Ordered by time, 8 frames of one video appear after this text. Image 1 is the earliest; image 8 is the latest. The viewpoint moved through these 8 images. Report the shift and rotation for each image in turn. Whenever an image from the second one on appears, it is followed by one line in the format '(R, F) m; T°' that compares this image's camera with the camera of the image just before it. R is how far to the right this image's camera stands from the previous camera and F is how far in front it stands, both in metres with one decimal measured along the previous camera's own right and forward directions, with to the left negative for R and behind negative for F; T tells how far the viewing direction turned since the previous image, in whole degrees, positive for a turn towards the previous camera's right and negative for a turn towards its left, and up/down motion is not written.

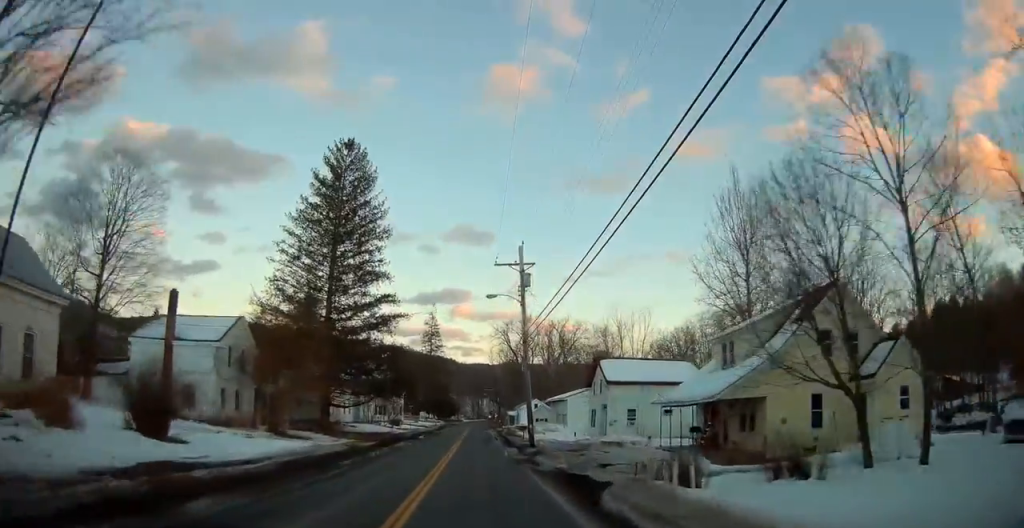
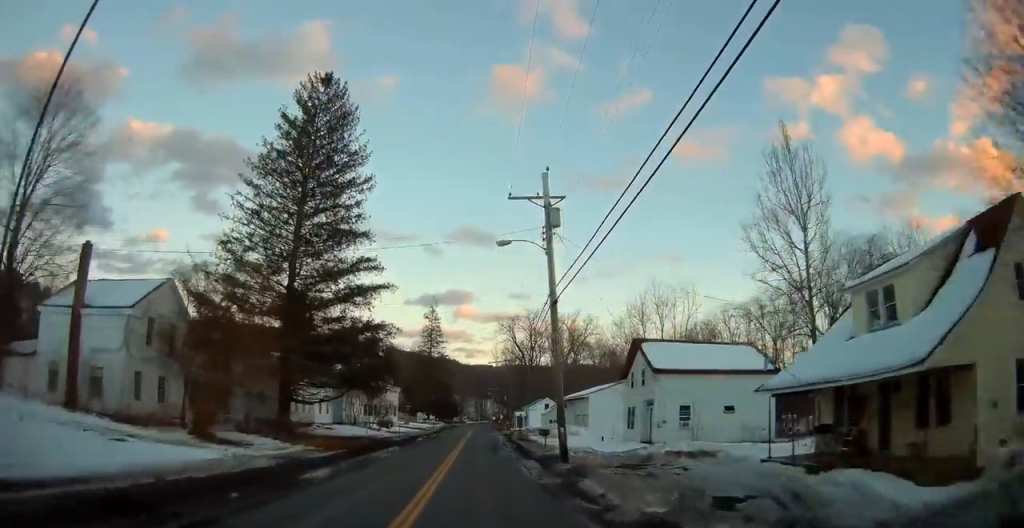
(0.0, +10.8) m; 0°
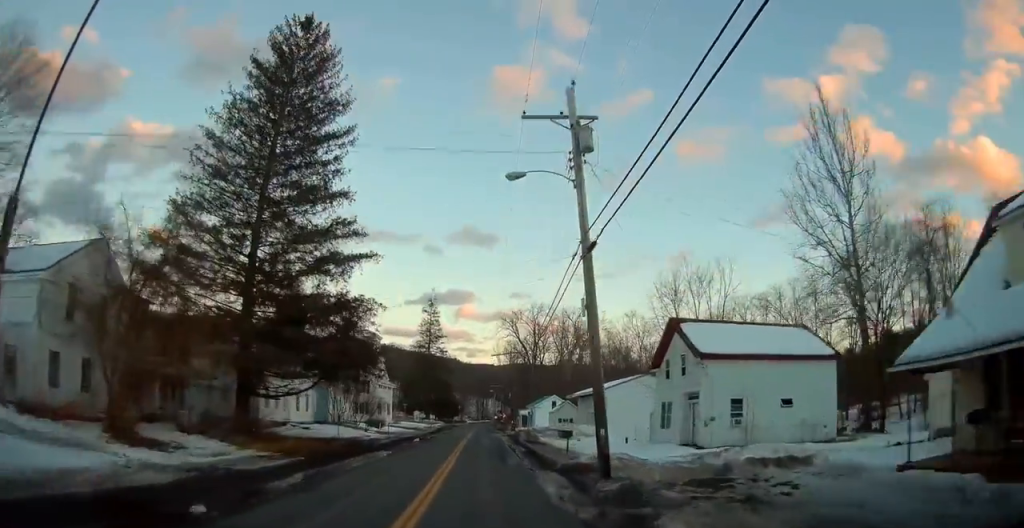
(0.0, +6.8) m; 0°
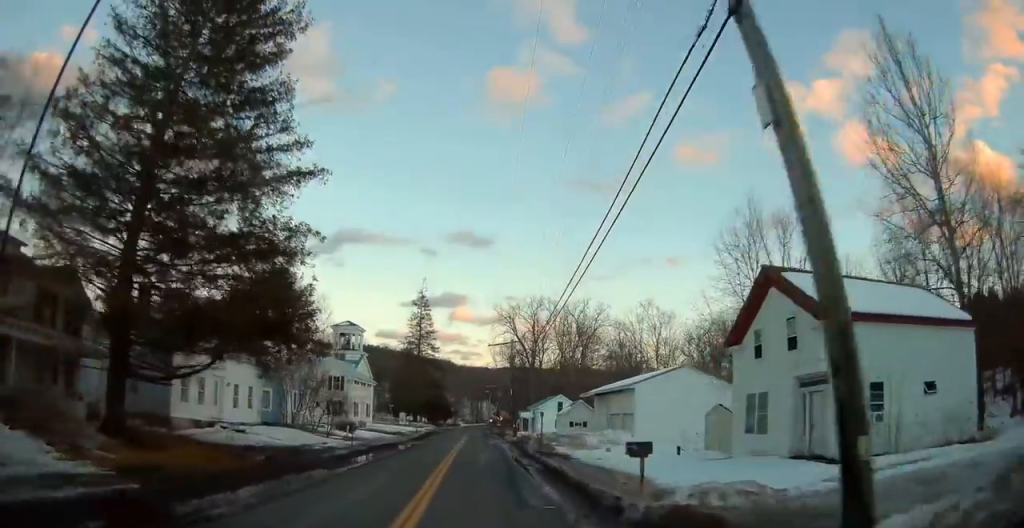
(0.0, +10.9) m; 0°
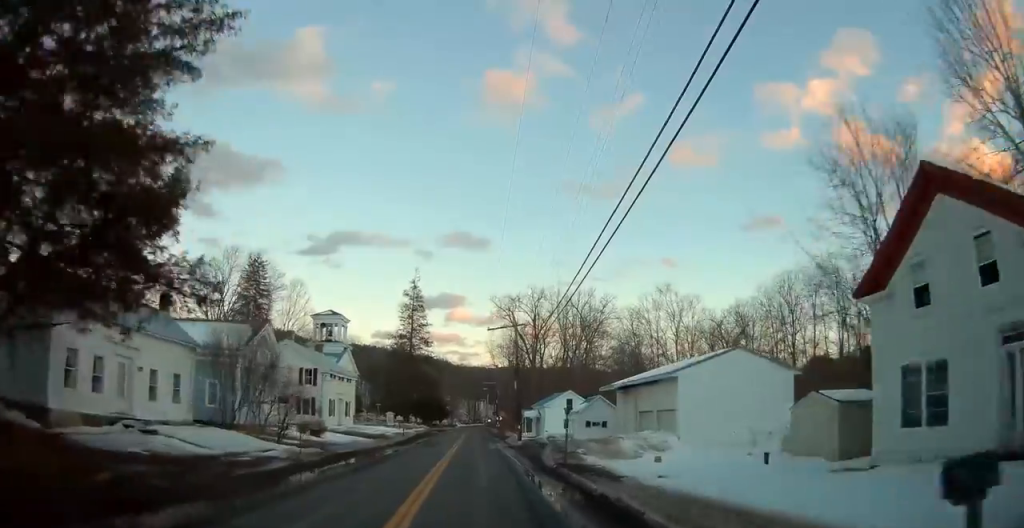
(0.0, +9.1) m; 0°
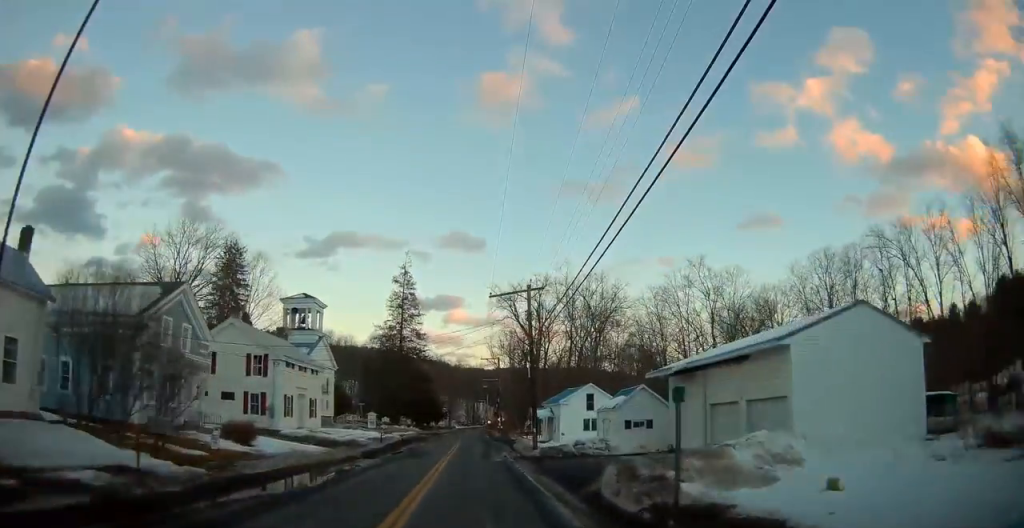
(0.0, +11.8) m; 0°
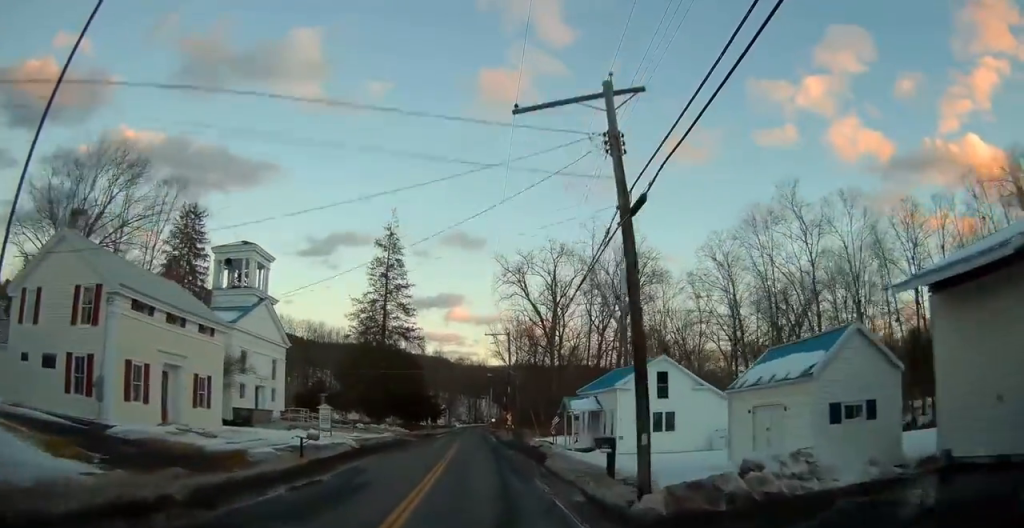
(0.0, +19.3) m; +1°
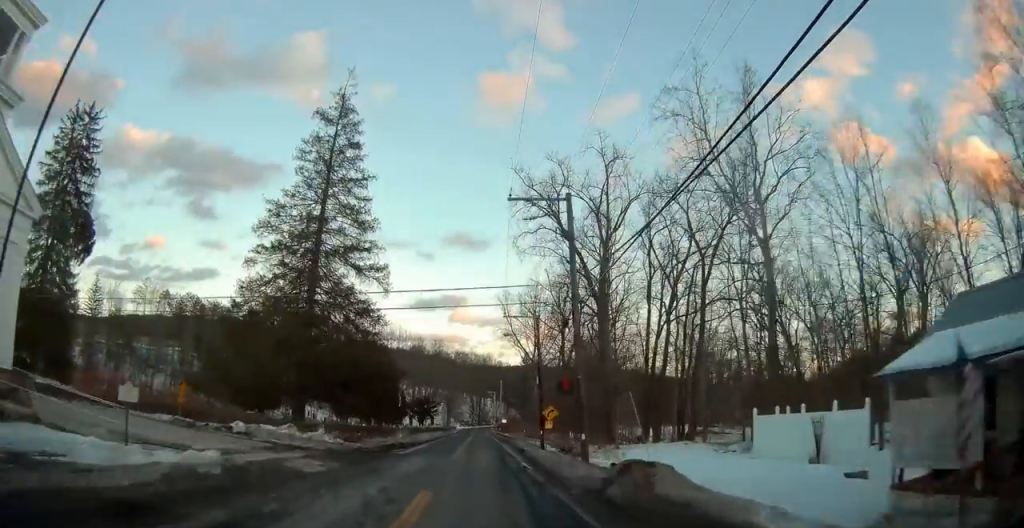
(+0.3, +34.6) m; 0°
